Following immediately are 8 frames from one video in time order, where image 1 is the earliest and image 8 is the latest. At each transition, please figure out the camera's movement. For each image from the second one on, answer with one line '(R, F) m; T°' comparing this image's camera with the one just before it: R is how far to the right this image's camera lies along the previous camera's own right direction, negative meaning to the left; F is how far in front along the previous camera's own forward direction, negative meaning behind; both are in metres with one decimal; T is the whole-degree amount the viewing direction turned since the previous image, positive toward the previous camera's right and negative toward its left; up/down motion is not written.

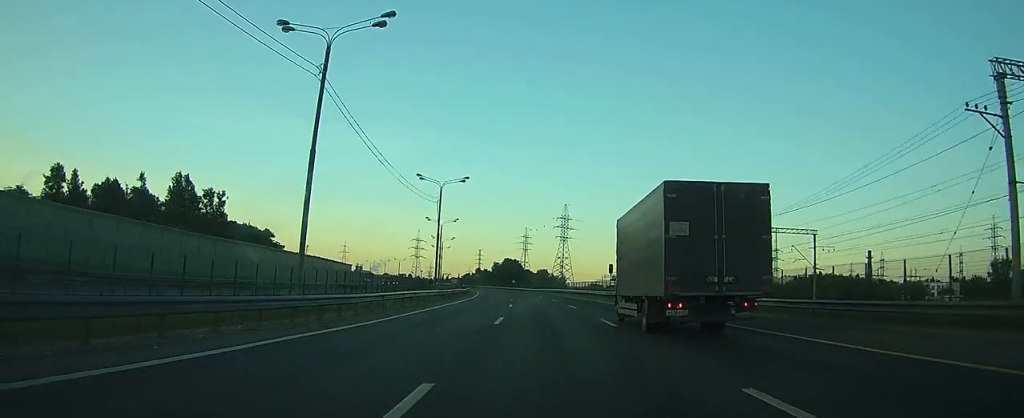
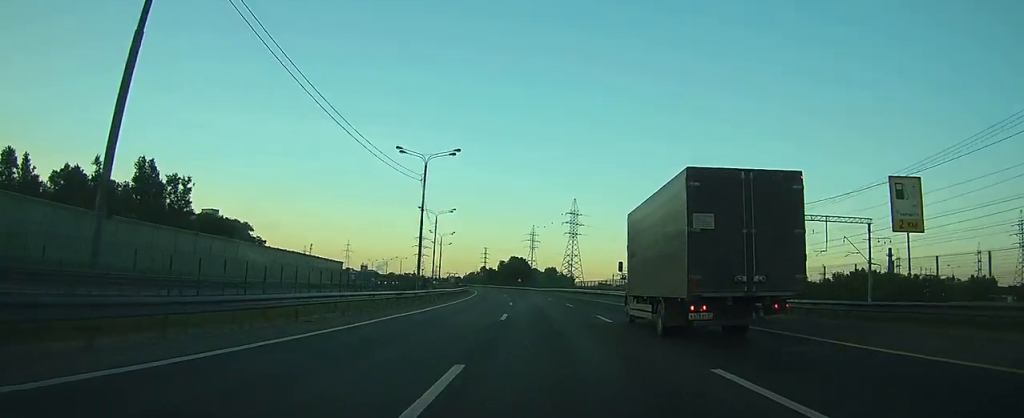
(-0.1, +14.1) m; -1°
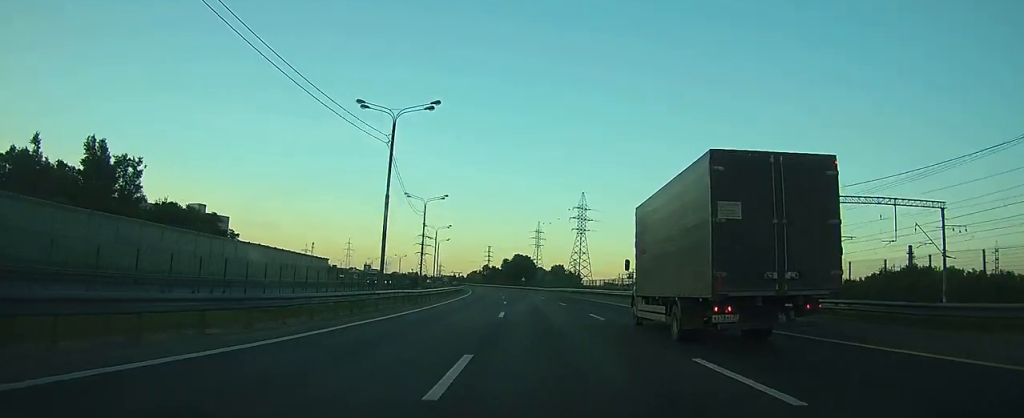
(-0.1, +15.0) m; -1°
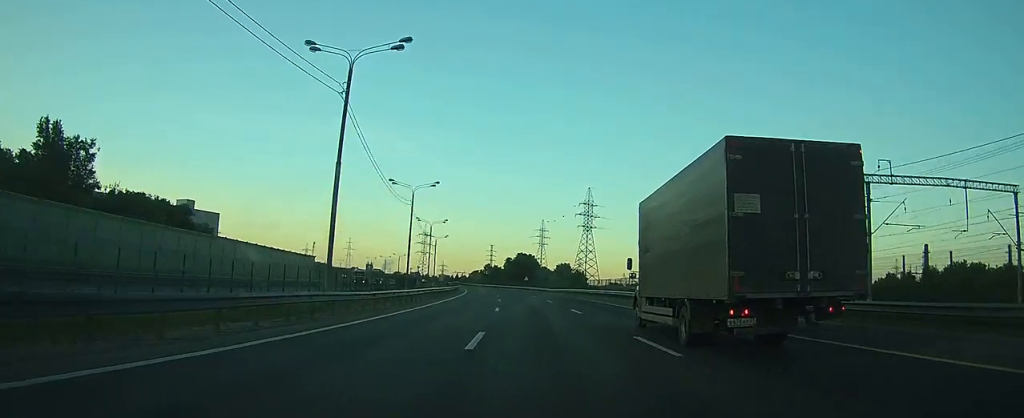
(0.0, +11.4) m; 0°
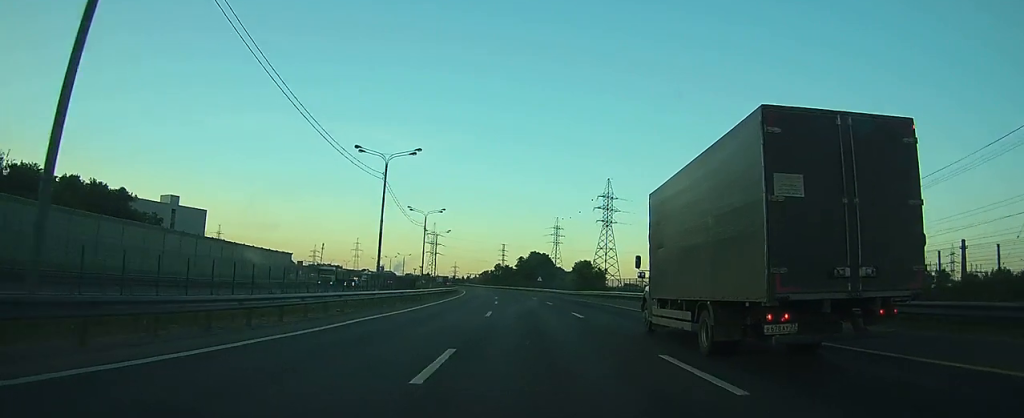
(-0.1, +20.2) m; -1°
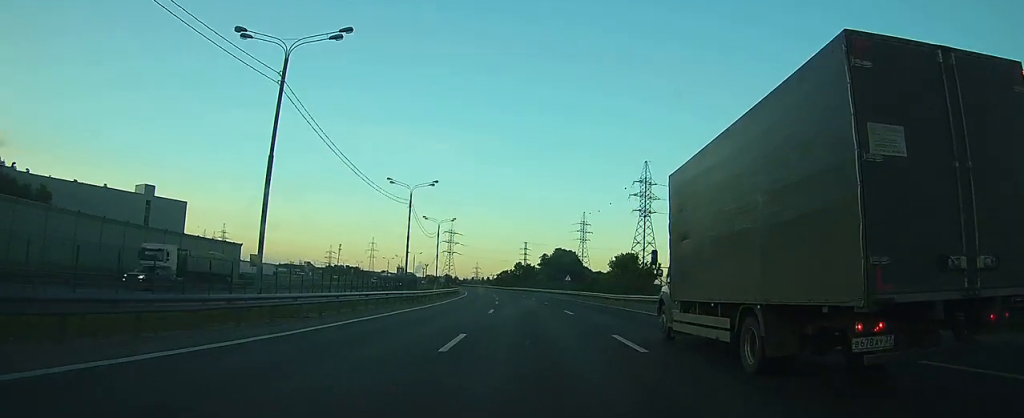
(-0.5, +28.9) m; -1°
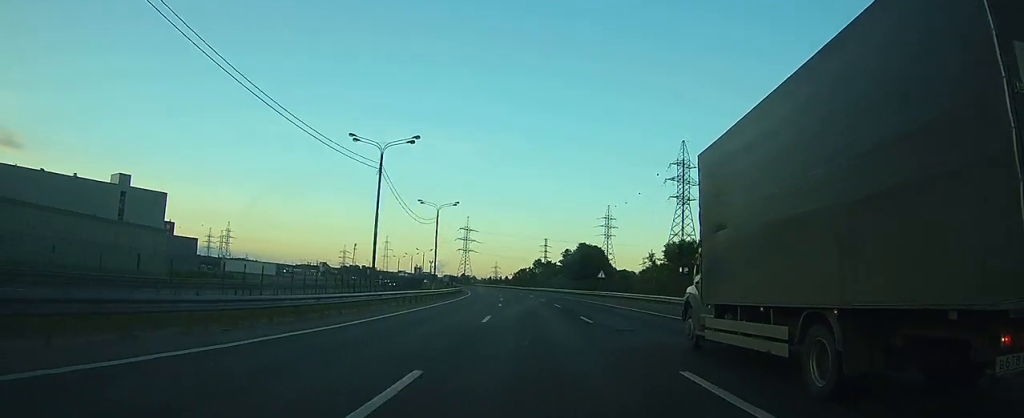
(-0.2, +22.8) m; -1°
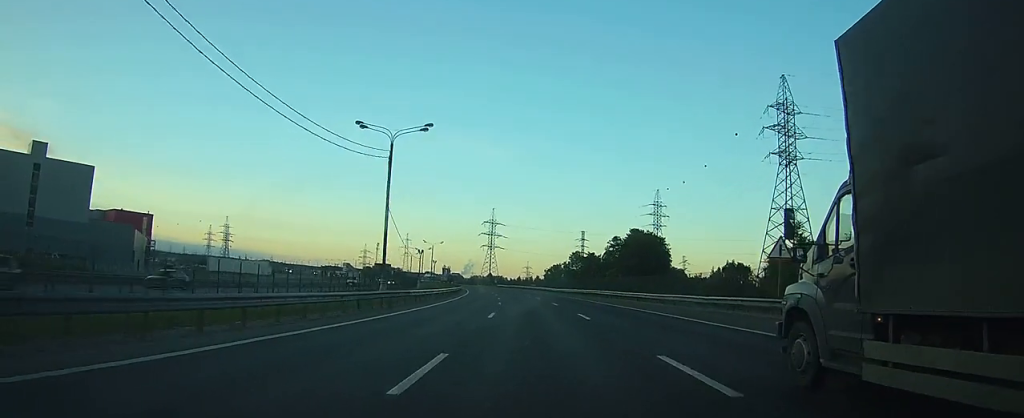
(-1.7, +46.3) m; -4°
